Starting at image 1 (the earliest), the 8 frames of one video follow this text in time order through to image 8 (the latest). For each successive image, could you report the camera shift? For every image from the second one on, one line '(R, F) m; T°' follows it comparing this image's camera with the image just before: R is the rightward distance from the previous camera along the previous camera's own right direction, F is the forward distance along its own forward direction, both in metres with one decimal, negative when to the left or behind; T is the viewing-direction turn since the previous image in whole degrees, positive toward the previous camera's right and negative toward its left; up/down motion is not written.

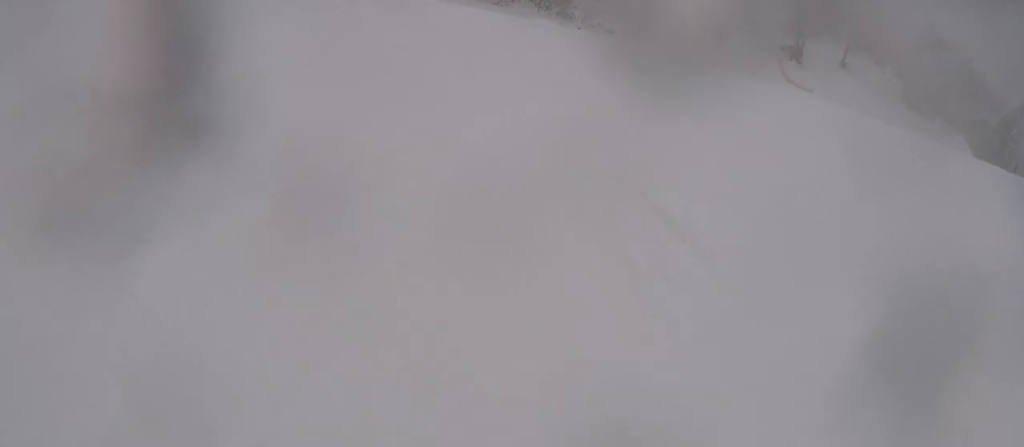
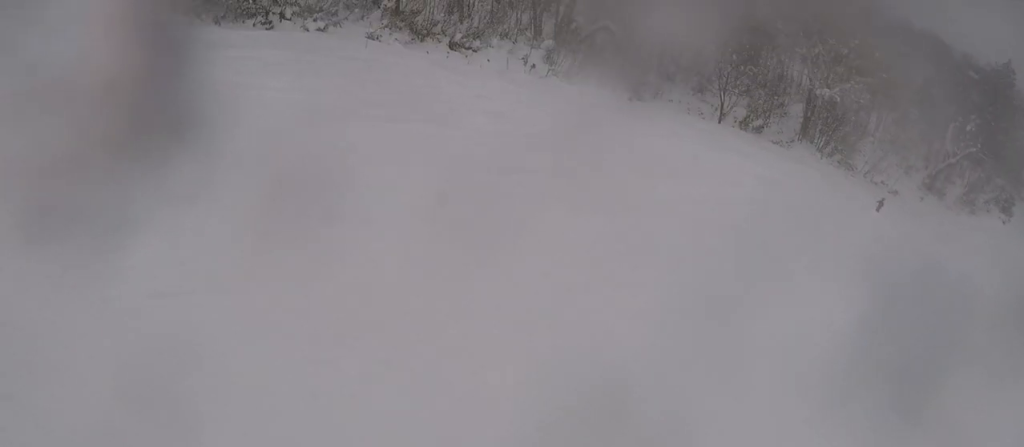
(-1.3, +7.8) m; -19°
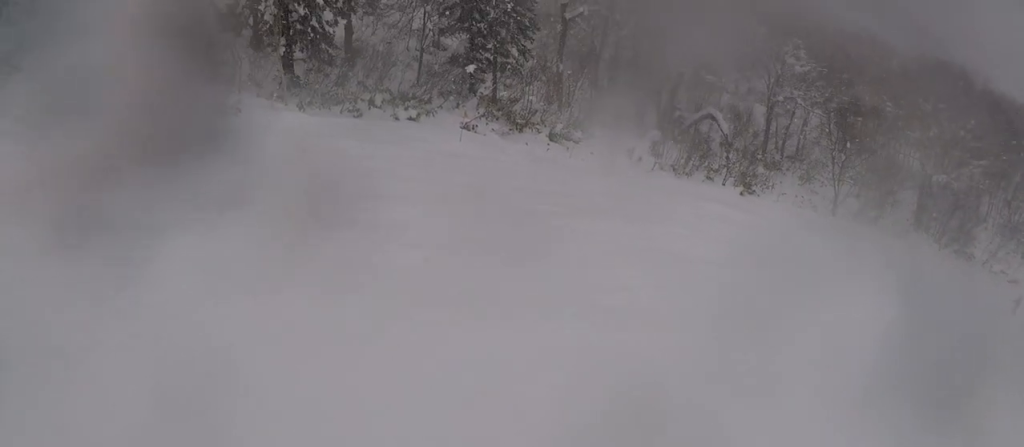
(-0.2, +3.5) m; -7°
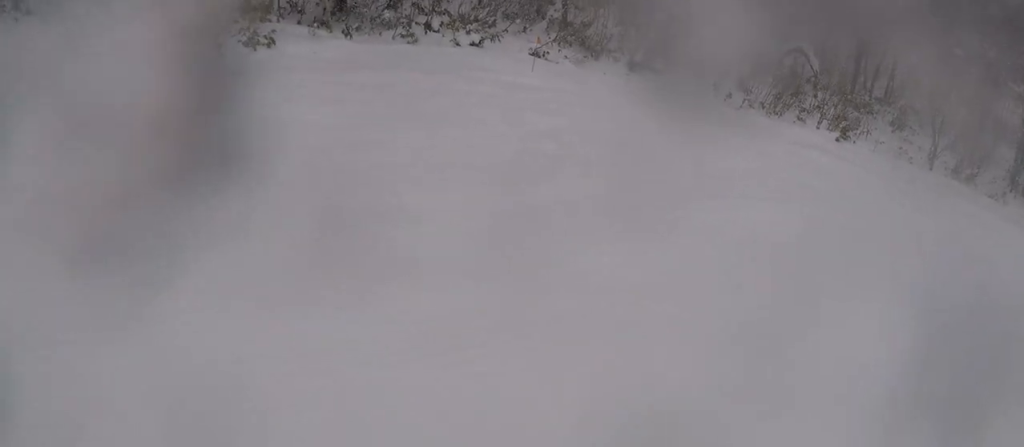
(-0.4, +3.4) m; +6°
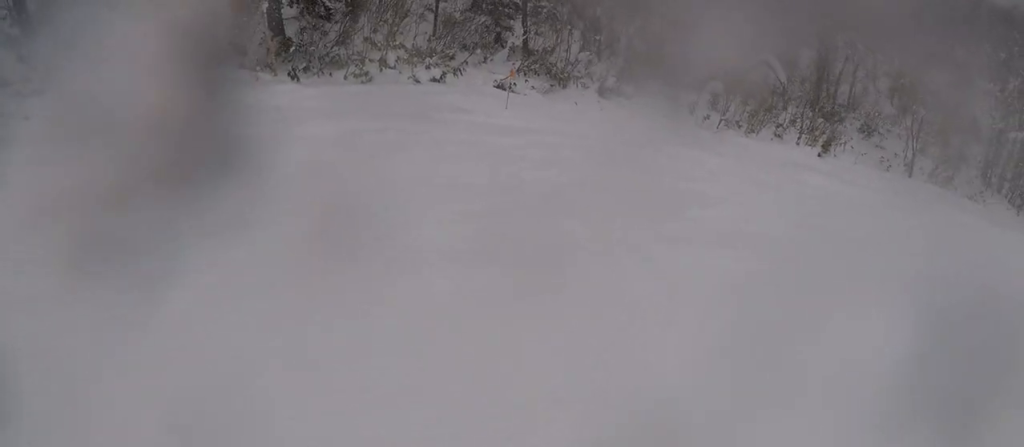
(0.0, +3.2) m; +9°
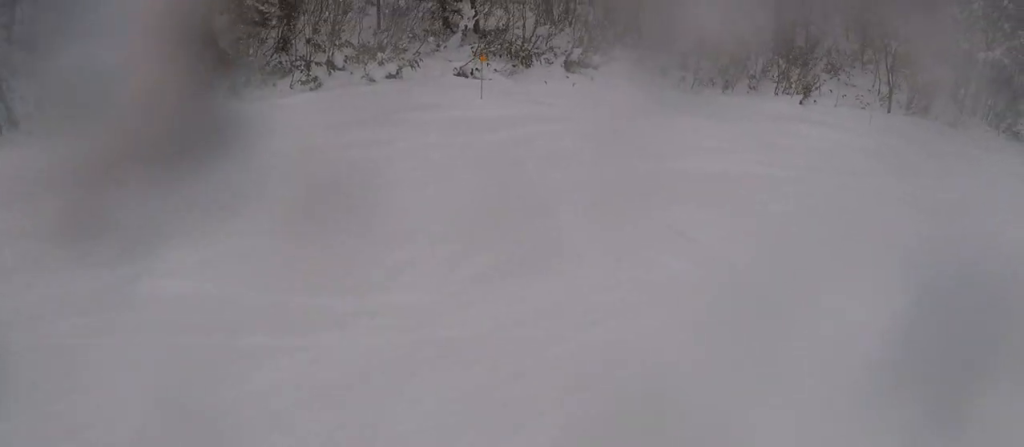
(+0.5, +3.1) m; +13°
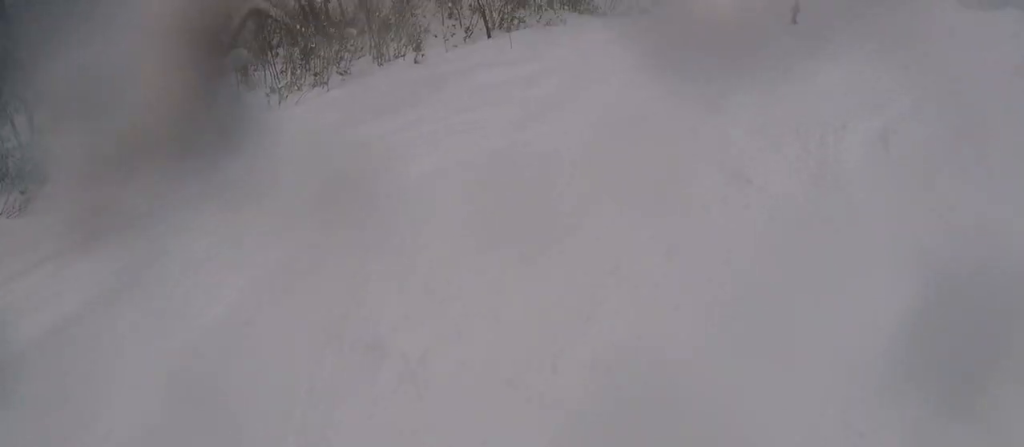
(+4.2, +9.0) m; +62°
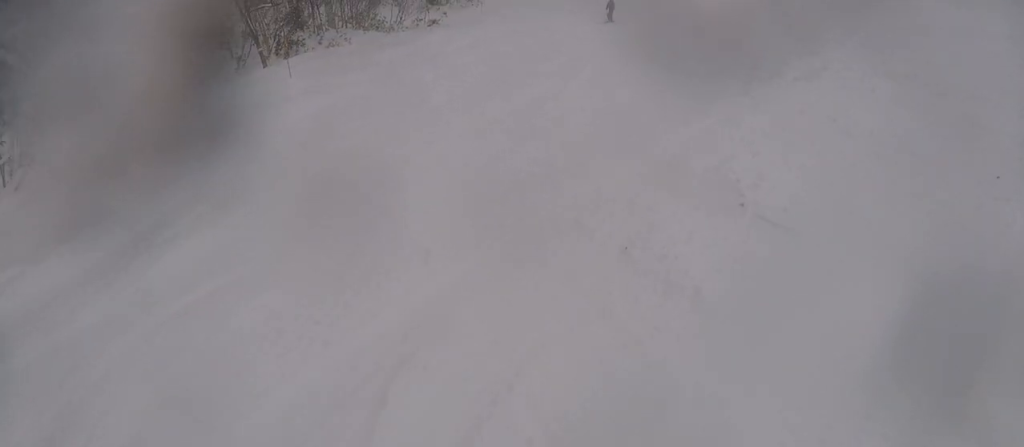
(+0.8, +3.6) m; +28°
